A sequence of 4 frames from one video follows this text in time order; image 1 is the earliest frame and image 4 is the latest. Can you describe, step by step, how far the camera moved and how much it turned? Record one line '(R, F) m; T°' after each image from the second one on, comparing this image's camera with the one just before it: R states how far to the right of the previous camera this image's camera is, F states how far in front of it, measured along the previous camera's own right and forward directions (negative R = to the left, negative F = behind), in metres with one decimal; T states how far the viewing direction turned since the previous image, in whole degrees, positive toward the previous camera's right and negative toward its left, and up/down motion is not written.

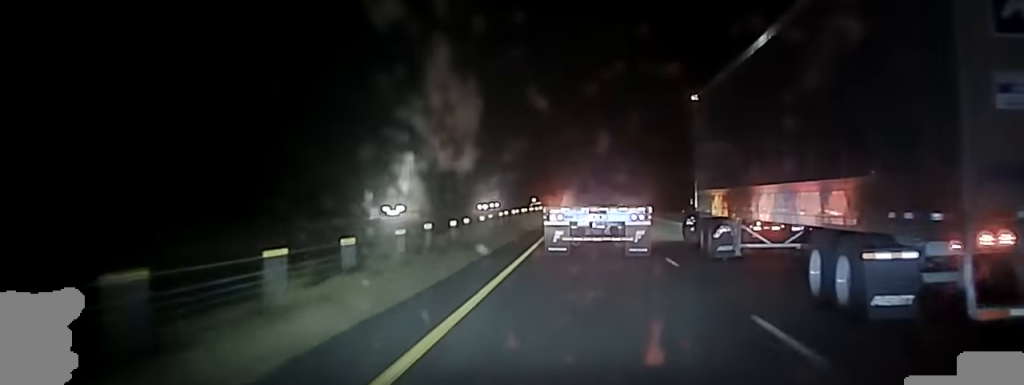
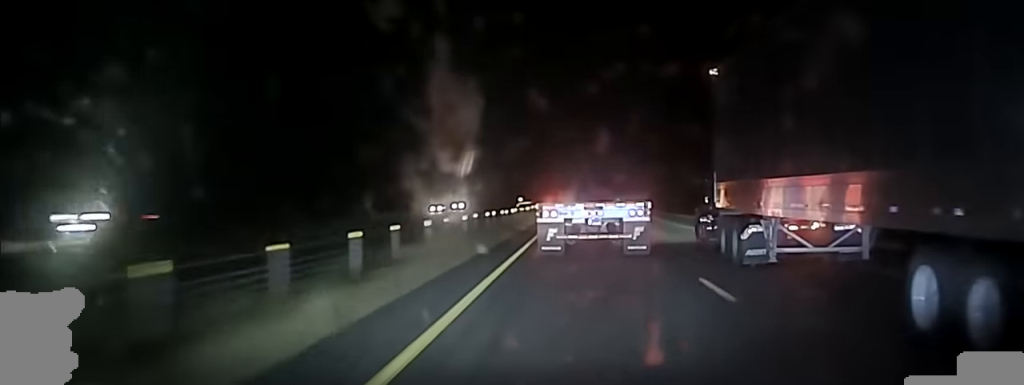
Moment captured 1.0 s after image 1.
(+0.1, +32.6) m; +1°
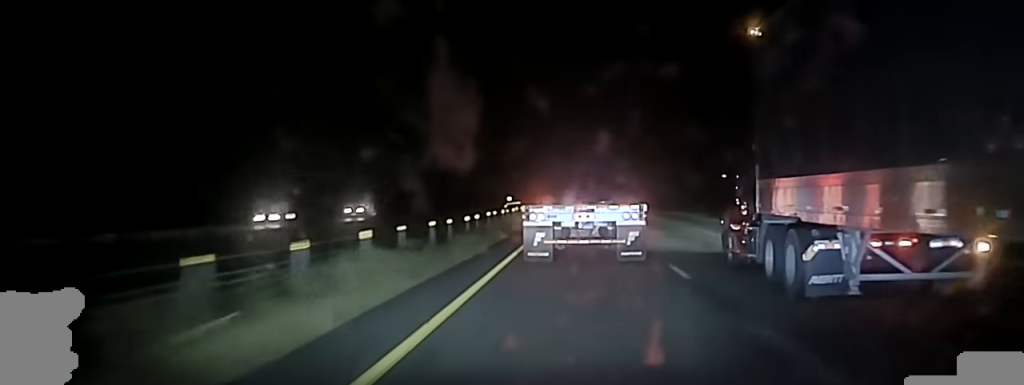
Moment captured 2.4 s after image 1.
(-0.3, +45.6) m; -1°
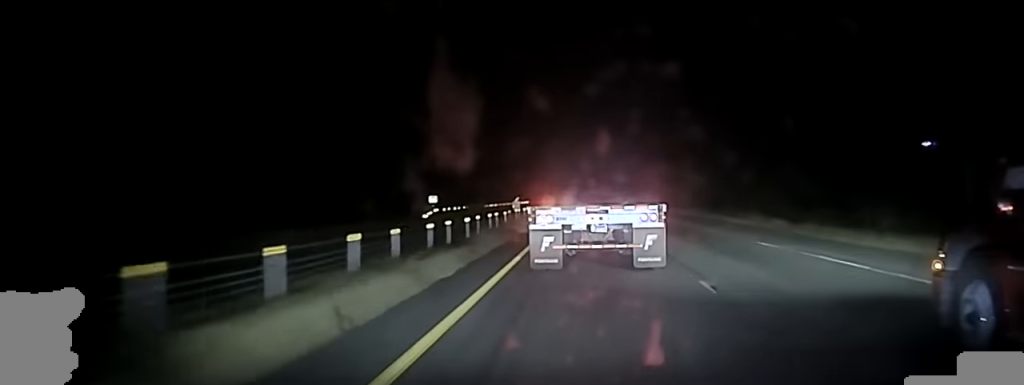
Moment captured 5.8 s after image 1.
(+0.4, +111.1) m; +1°
